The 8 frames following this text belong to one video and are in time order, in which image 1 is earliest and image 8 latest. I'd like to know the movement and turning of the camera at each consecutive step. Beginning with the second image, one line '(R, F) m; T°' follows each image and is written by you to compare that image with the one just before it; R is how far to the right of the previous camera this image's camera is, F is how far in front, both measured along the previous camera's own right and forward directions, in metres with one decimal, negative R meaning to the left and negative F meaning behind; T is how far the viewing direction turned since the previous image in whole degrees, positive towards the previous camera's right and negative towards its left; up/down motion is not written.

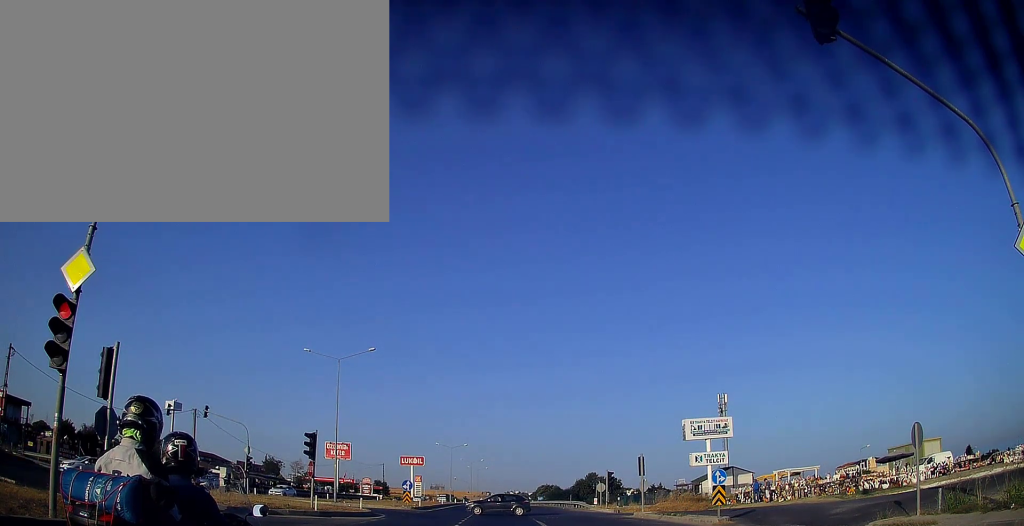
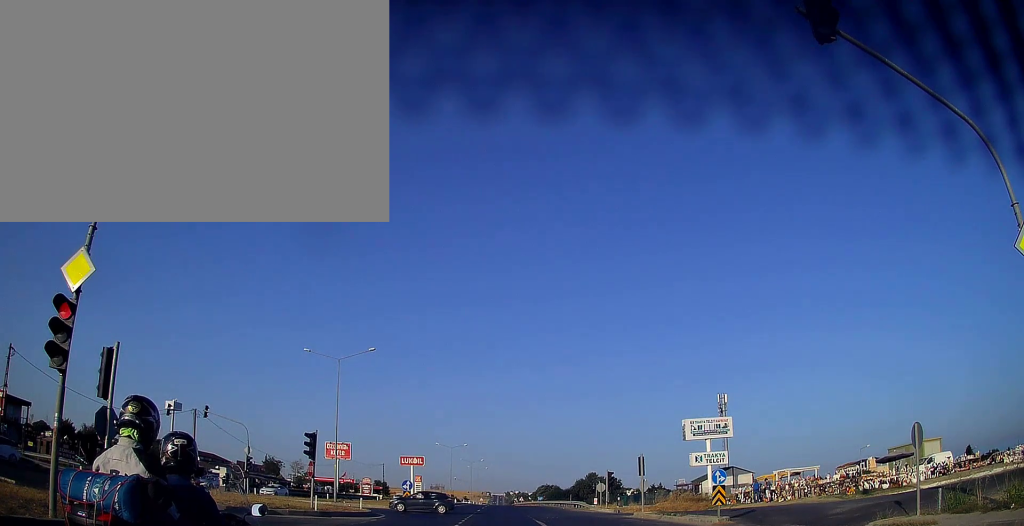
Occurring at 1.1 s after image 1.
(0.0, 0.0) m; 0°
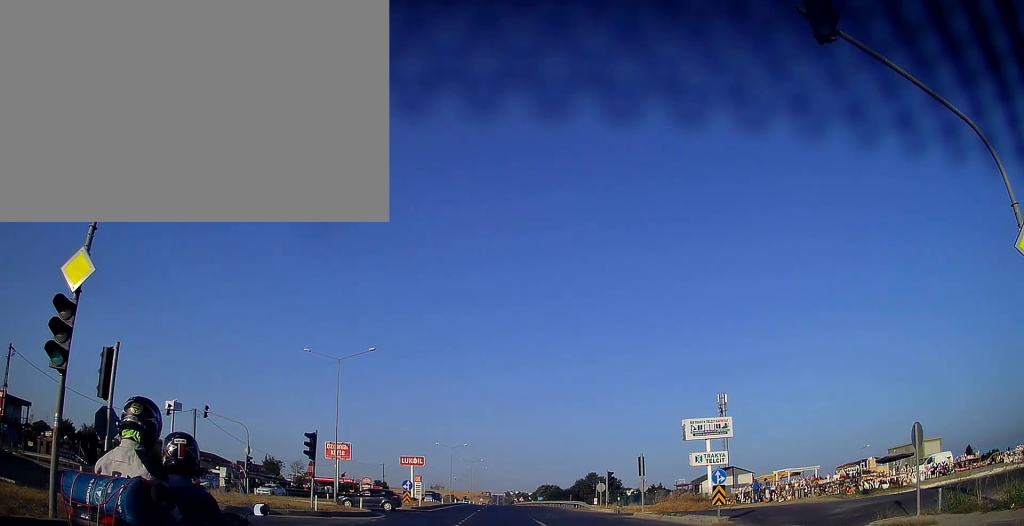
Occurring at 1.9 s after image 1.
(0.0, 0.0) m; 0°
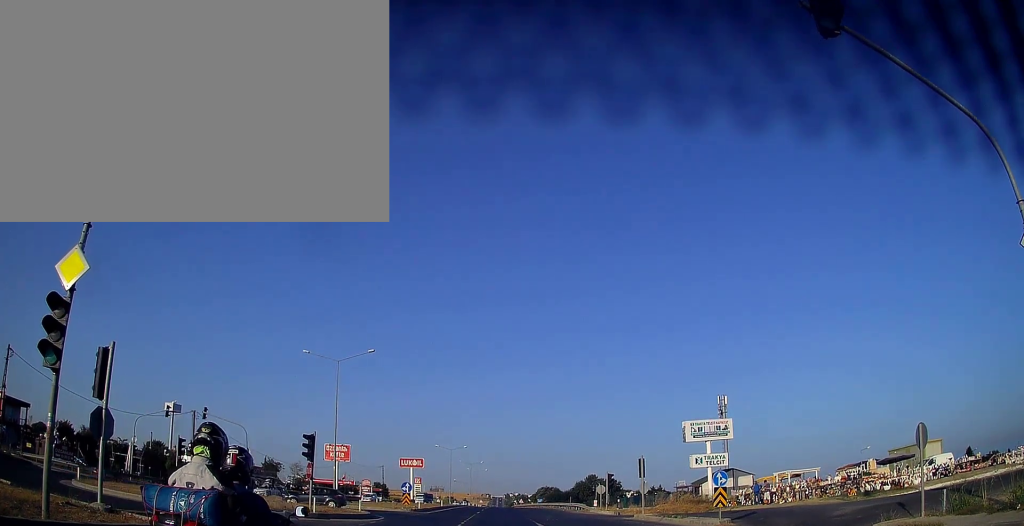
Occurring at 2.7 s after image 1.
(0.0, 0.0) m; 0°
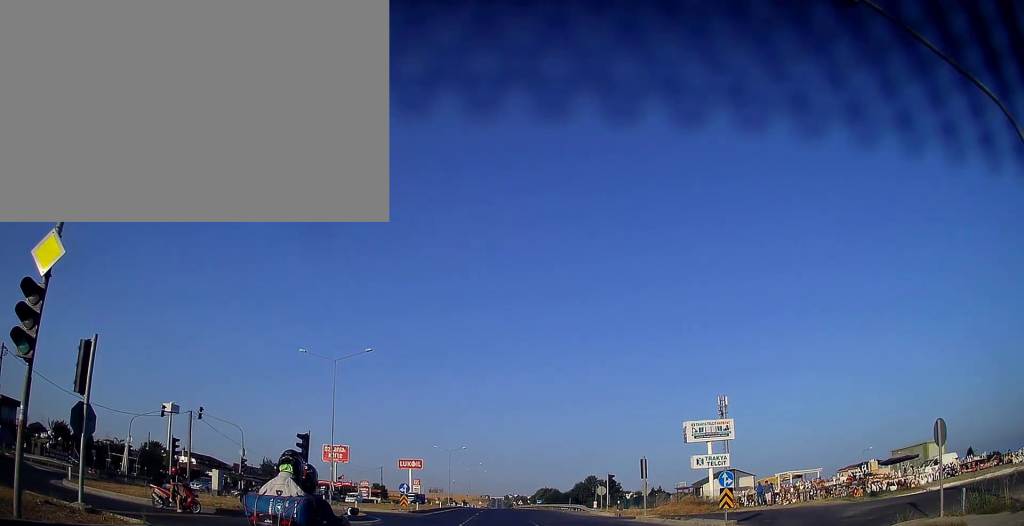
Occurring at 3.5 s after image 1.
(+0.2, +0.3) m; +2°
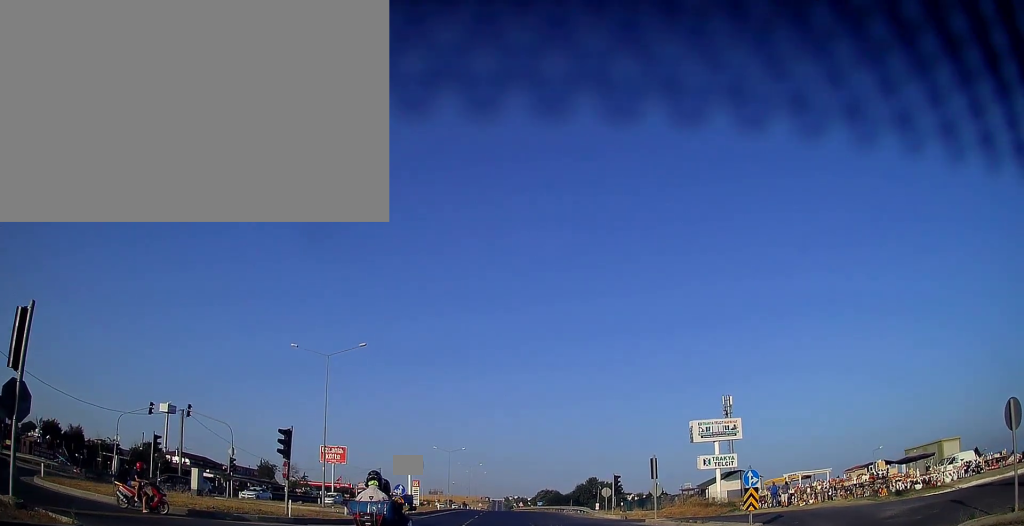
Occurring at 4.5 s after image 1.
(+0.1, +2.0) m; -1°
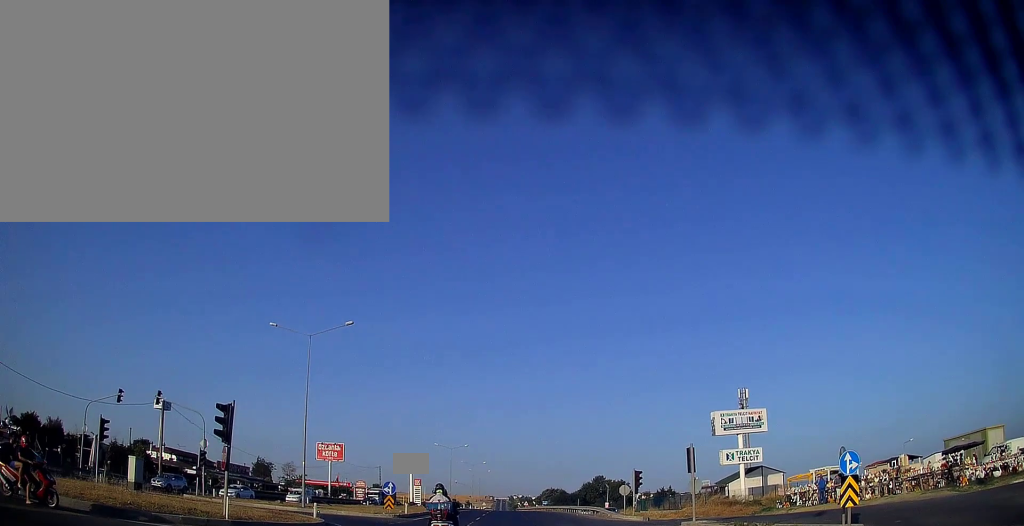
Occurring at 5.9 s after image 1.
(-0.3, +5.7) m; 0°
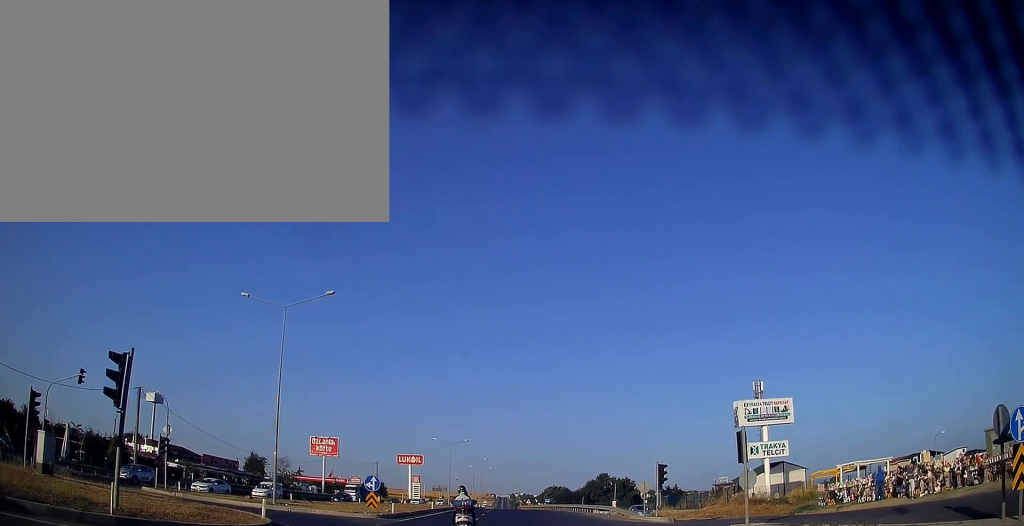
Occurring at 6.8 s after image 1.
(+0.2, +5.9) m; 0°
